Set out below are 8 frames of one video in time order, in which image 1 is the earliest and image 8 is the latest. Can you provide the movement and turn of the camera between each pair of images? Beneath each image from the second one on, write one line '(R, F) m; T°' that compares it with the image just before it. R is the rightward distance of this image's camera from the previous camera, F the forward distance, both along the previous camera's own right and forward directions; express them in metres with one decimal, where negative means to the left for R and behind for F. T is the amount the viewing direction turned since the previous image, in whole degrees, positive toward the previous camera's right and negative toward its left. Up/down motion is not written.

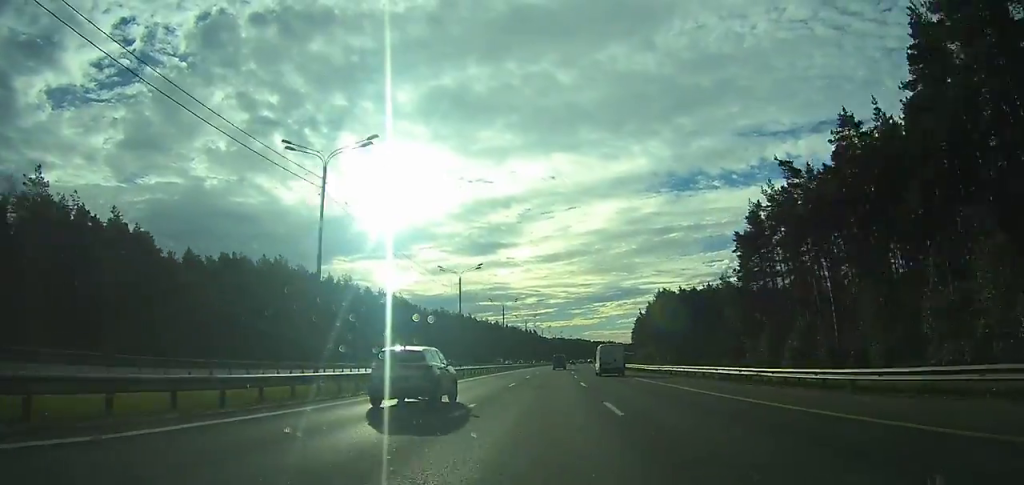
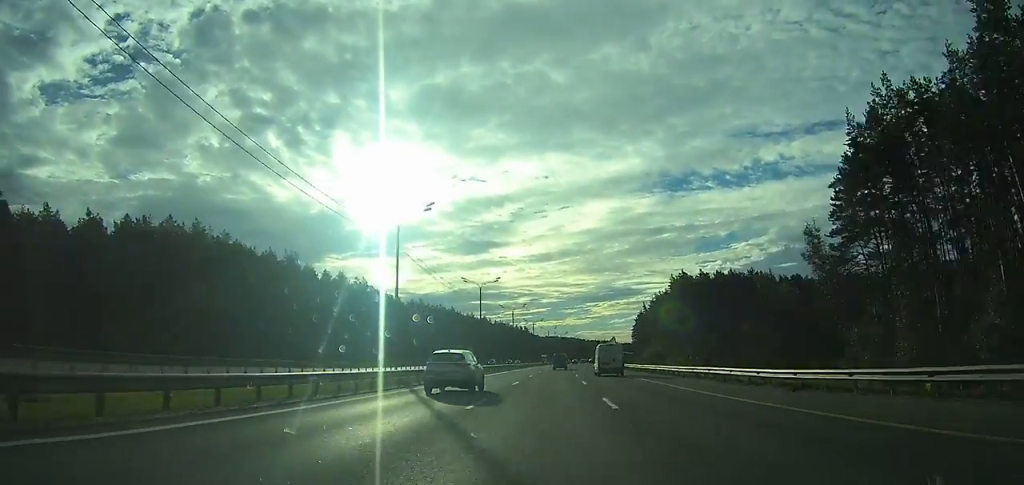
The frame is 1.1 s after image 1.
(+0.2, +27.0) m; +1°
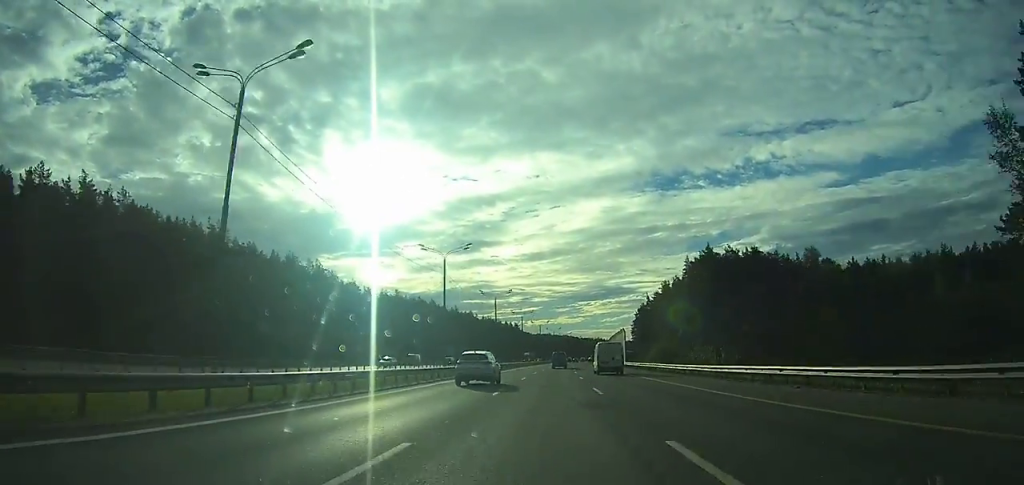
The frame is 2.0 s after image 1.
(+0.2, +23.0) m; +1°
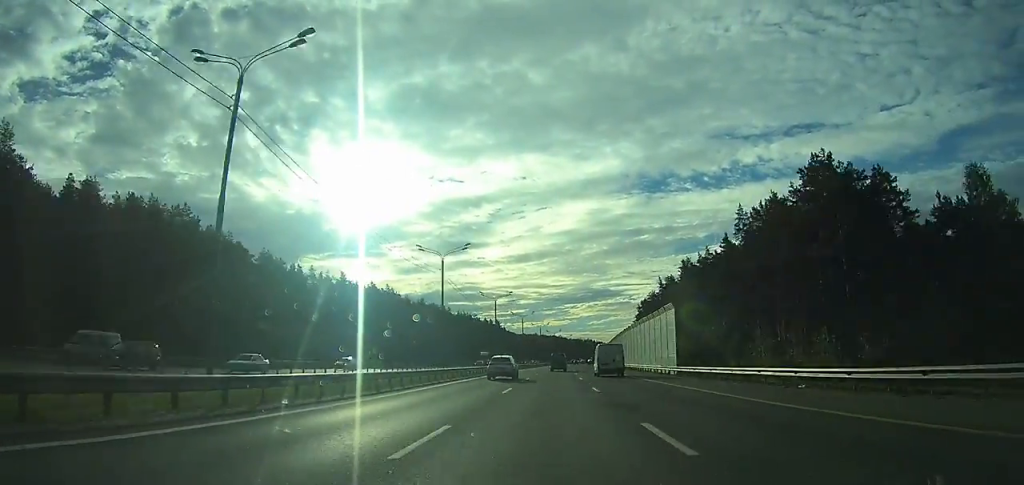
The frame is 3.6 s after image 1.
(+0.4, +40.9) m; +1°
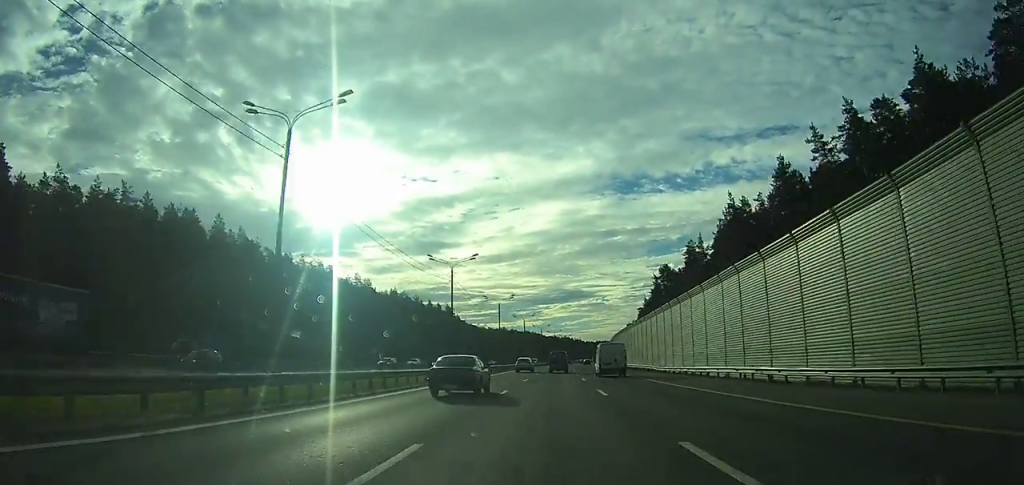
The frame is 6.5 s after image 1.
(+1.9, +79.7) m; +3°
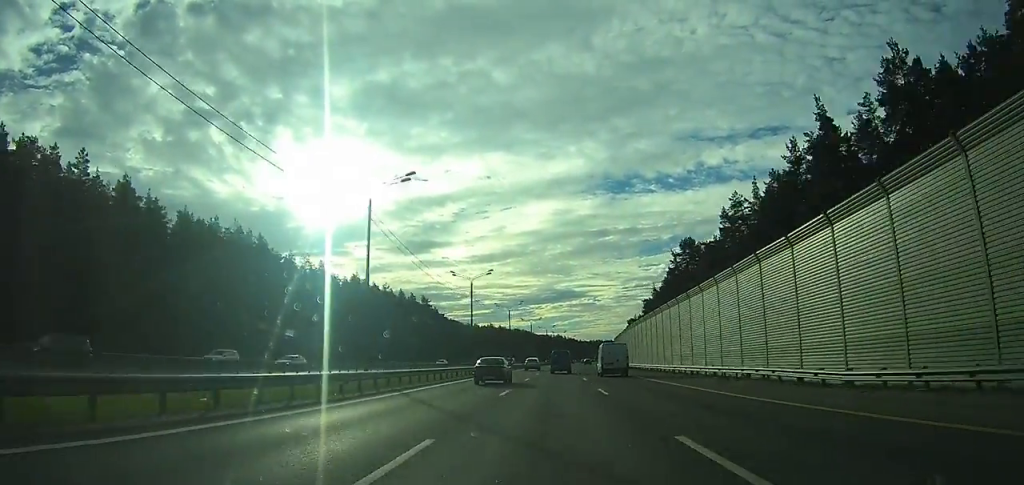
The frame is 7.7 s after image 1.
(+0.2, +29.8) m; +1°
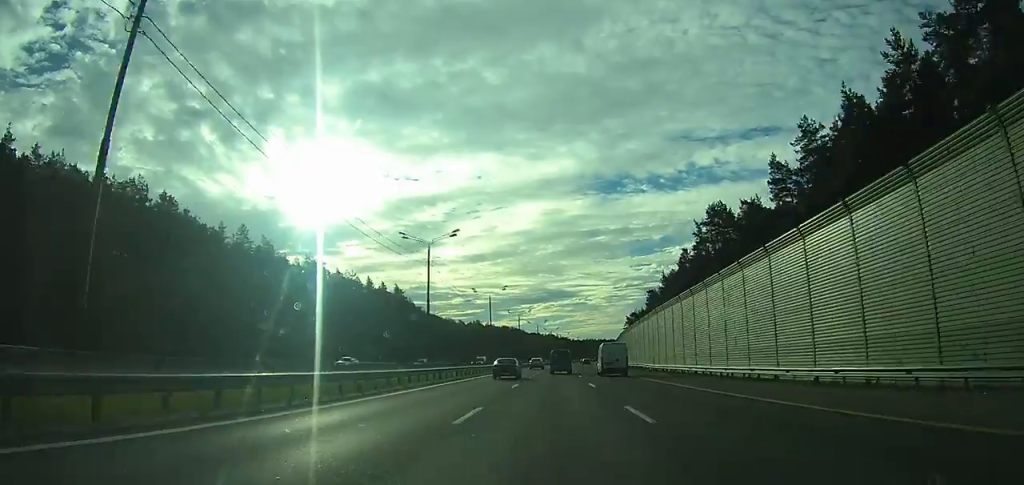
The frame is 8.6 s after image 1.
(0.0, +24.2) m; +1°
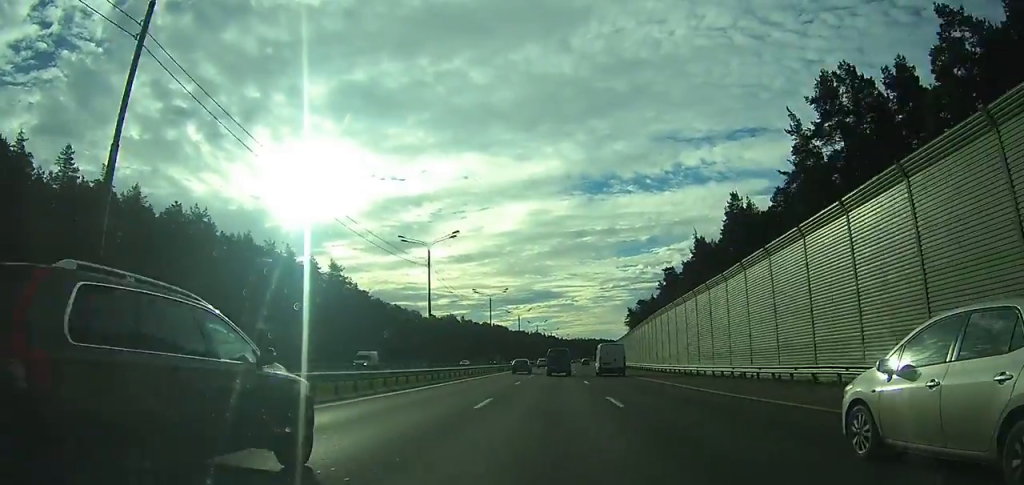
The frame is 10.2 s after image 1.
(+0.5, +41.7) m; +1°
